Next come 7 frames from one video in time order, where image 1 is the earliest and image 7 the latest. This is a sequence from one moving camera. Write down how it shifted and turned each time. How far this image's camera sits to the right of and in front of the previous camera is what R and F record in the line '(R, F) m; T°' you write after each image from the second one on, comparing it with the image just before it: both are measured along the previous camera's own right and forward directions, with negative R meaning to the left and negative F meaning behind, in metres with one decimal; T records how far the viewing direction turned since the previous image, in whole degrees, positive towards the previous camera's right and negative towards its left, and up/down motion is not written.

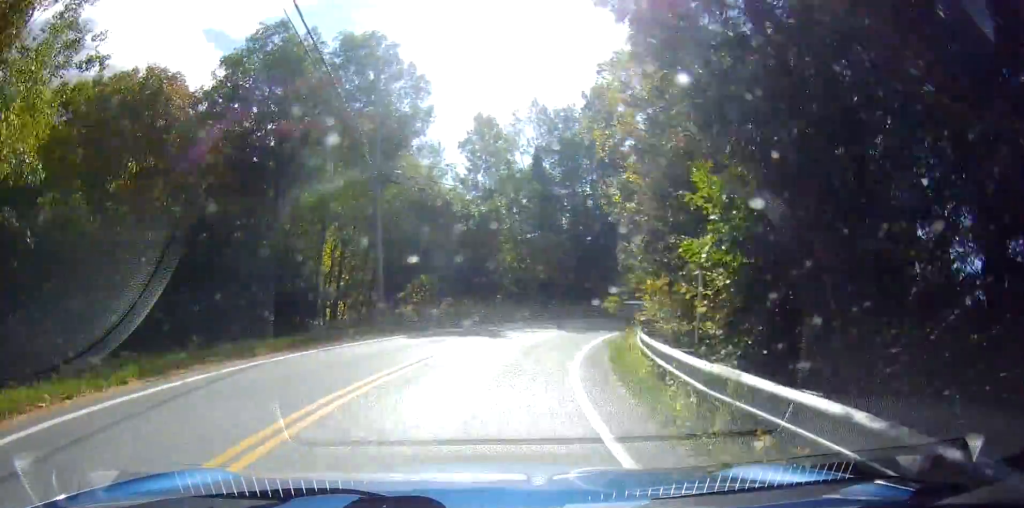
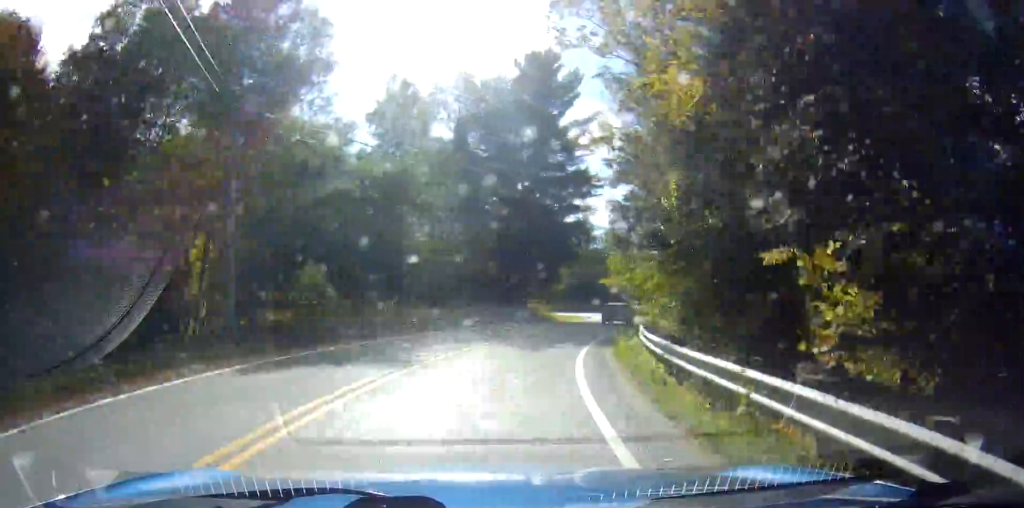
(-0.9, +9.4) m; +7°
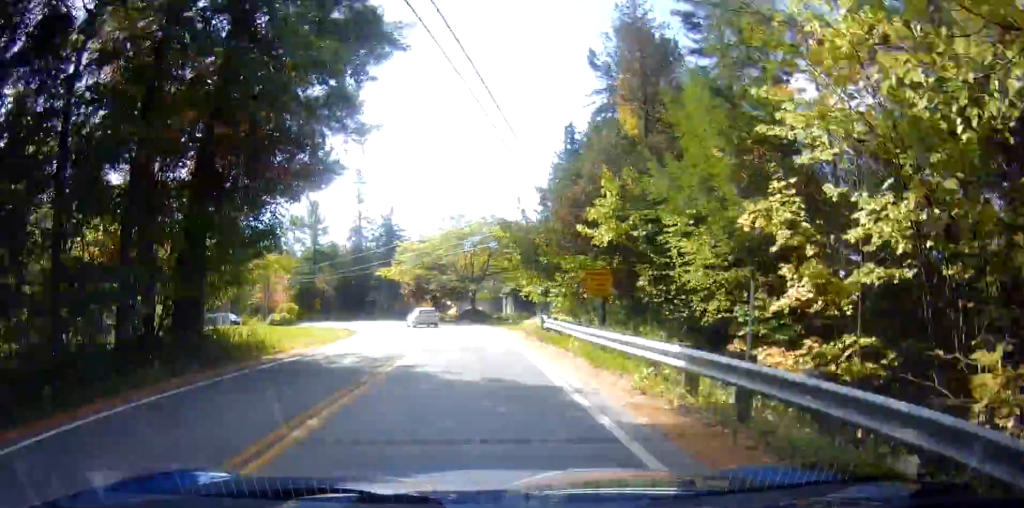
(+8.9, +28.2) m; +21°
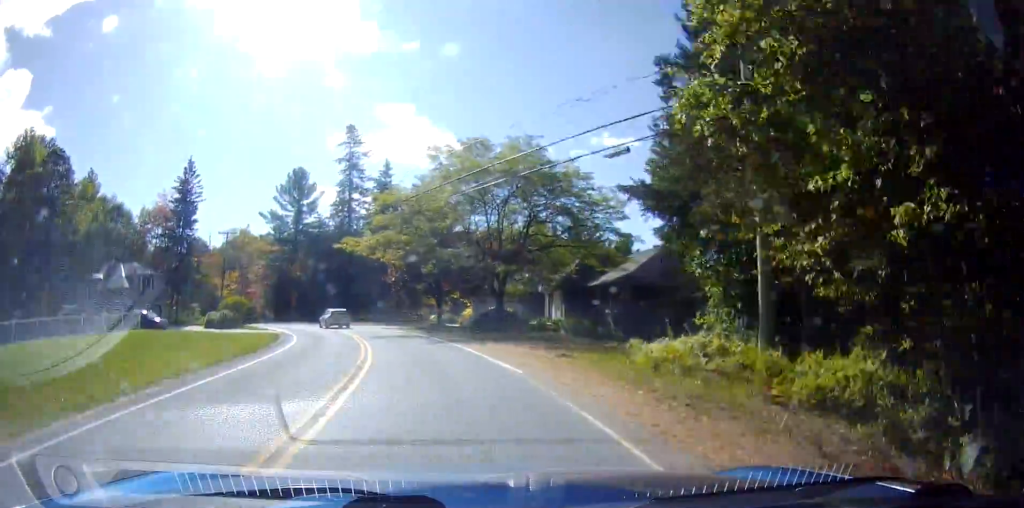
(+0.1, +22.2) m; -11°
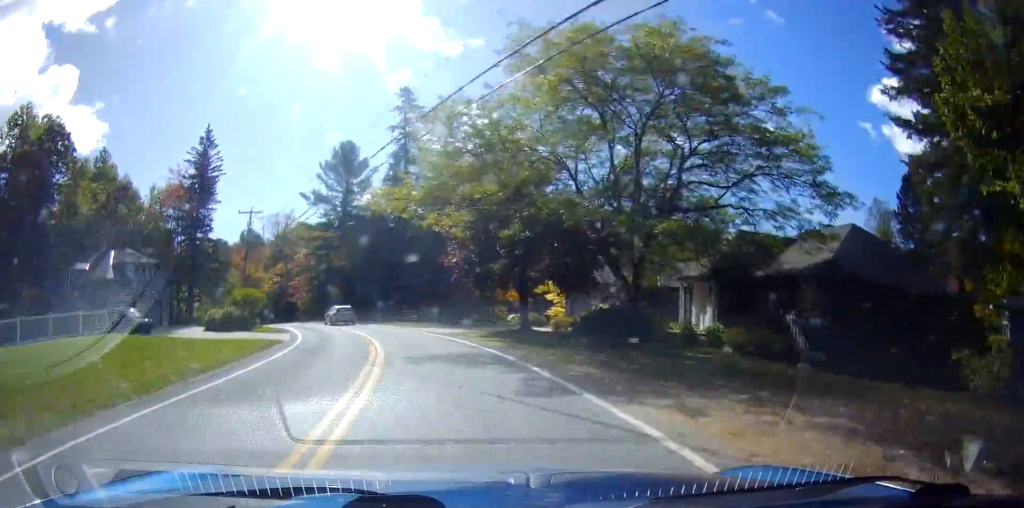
(-2.5, +13.0) m; -8°
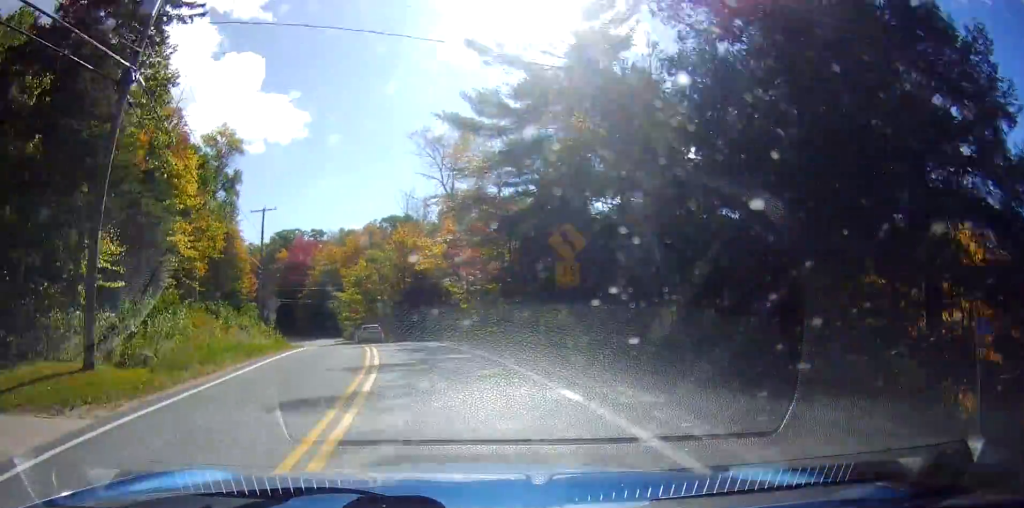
(-2.0, +42.5) m; -3°
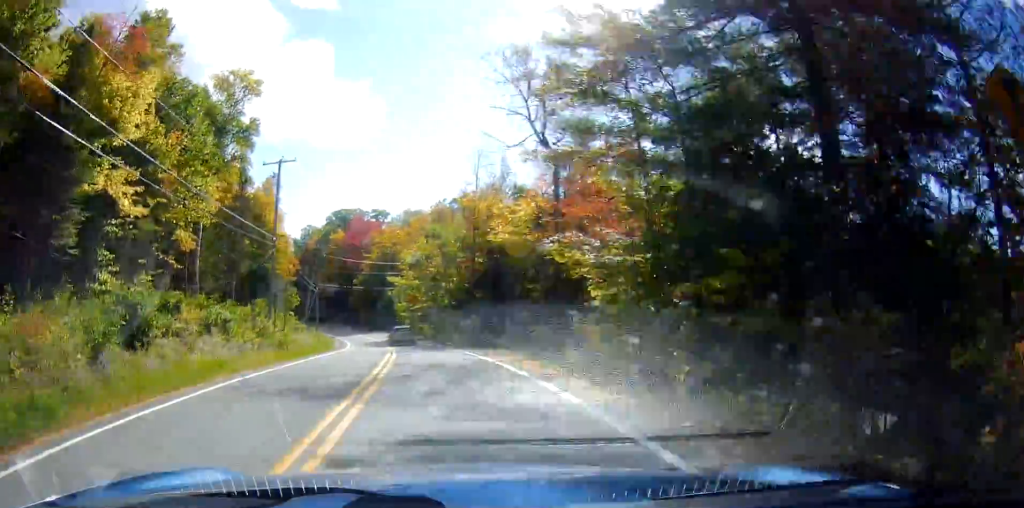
(0.0, +14.9) m; -1°
